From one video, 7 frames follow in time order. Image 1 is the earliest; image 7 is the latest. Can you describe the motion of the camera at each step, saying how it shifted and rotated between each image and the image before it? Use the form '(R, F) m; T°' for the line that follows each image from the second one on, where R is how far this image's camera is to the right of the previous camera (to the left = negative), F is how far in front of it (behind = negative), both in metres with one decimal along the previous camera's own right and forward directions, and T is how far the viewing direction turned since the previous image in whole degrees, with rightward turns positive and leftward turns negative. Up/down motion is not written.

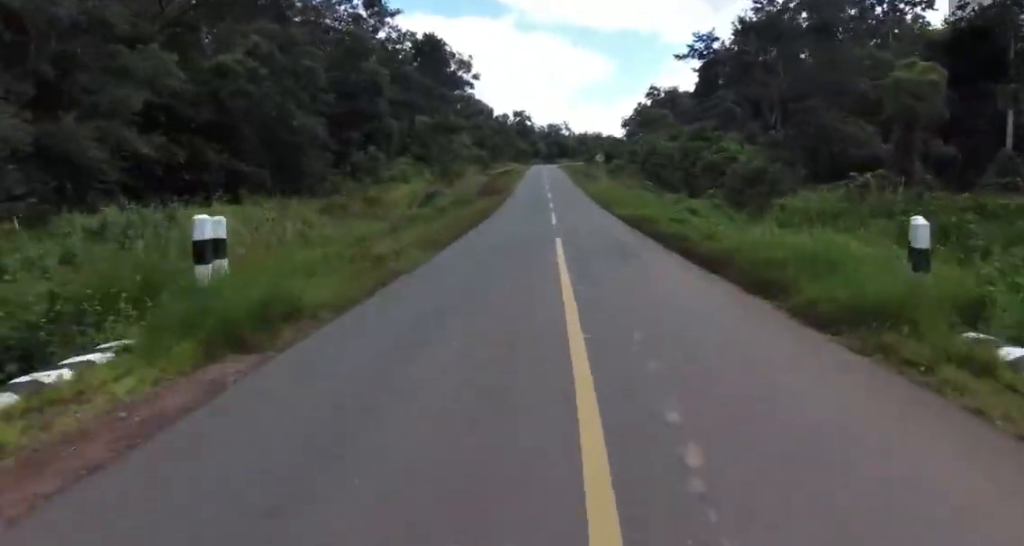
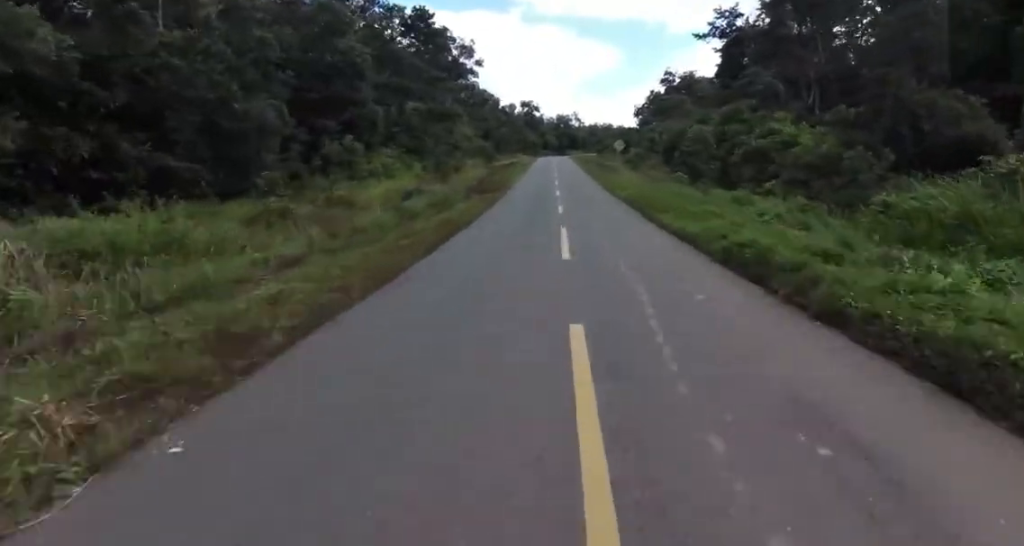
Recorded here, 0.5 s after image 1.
(+0.5, +9.6) m; 0°
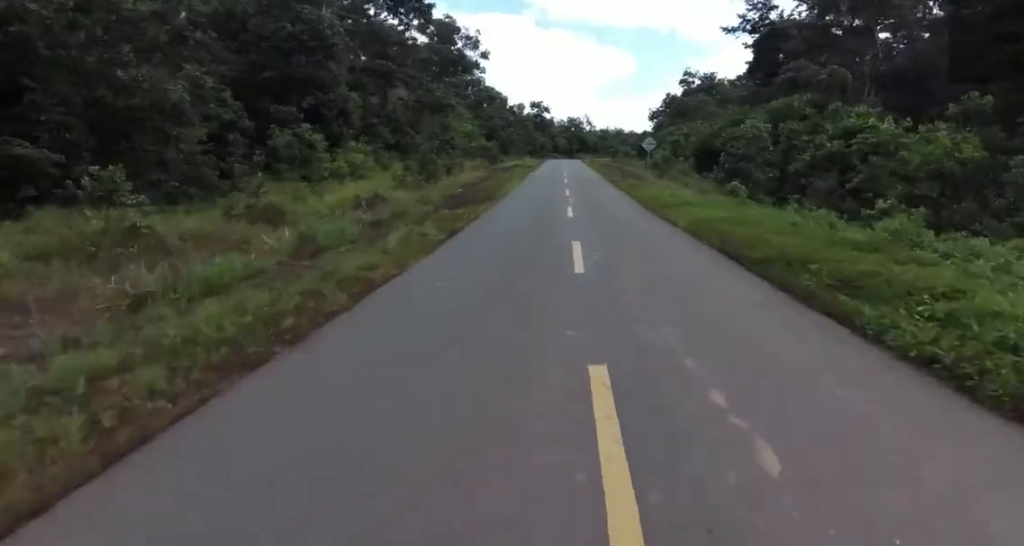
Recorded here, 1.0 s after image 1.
(-0.2, +10.7) m; -1°
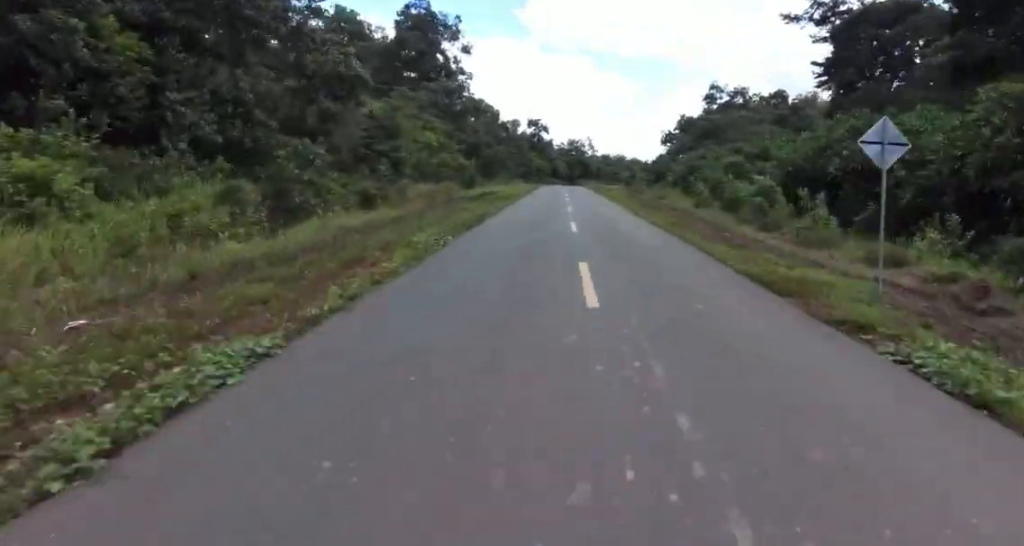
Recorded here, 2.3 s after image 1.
(-0.9, +28.0) m; -2°
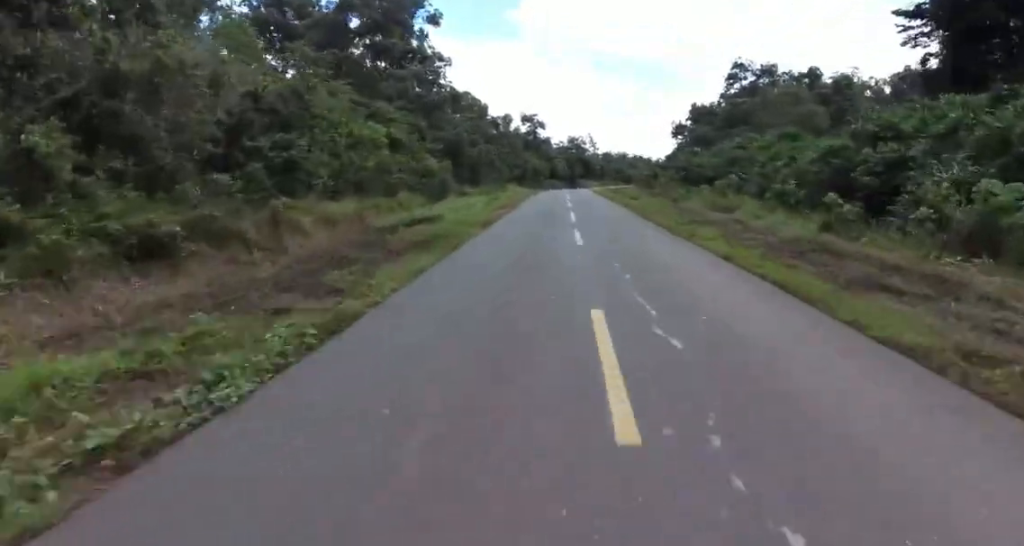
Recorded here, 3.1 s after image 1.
(0.0, +20.0) m; +1°
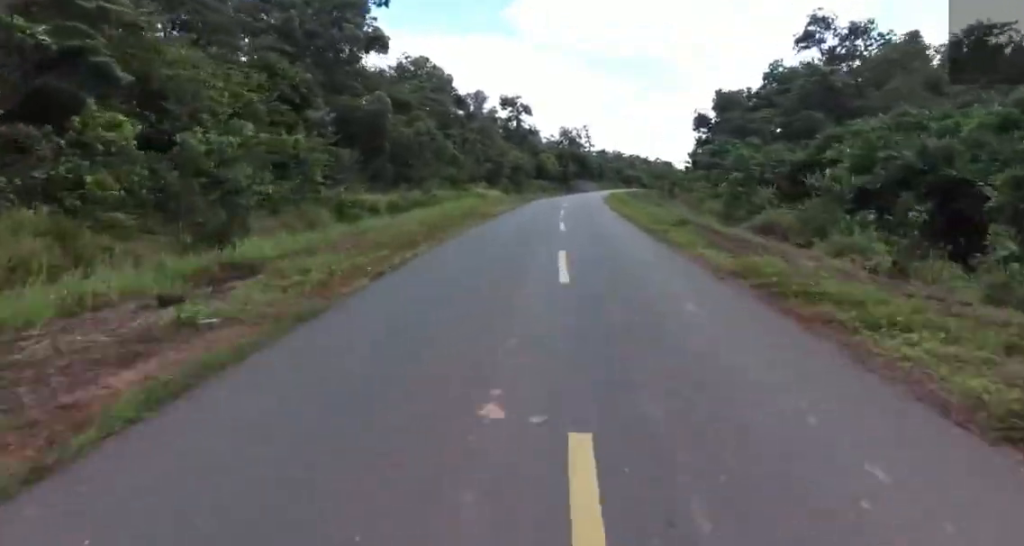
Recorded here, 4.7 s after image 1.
(+1.4, +36.4) m; +4°
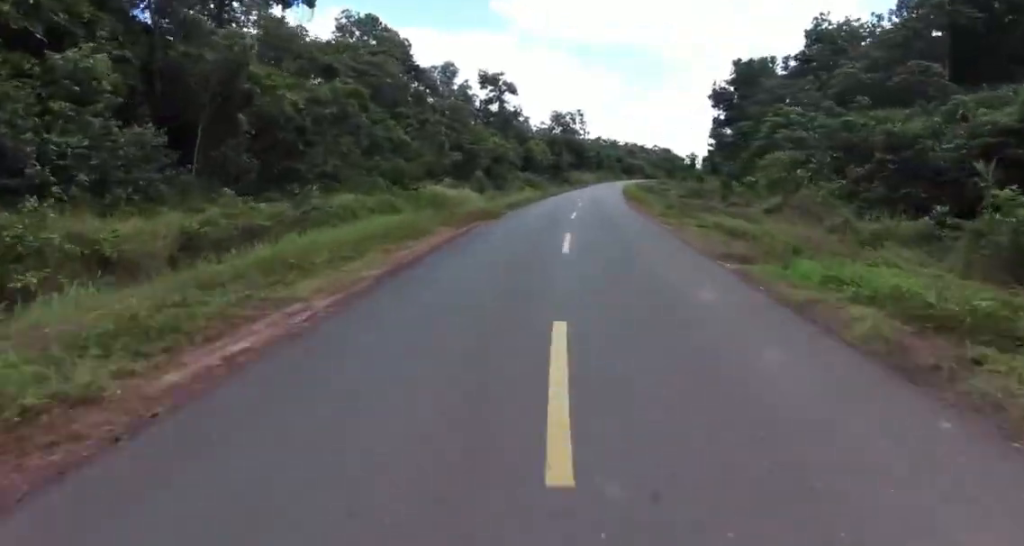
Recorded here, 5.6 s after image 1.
(0.0, +22.4) m; +1°
